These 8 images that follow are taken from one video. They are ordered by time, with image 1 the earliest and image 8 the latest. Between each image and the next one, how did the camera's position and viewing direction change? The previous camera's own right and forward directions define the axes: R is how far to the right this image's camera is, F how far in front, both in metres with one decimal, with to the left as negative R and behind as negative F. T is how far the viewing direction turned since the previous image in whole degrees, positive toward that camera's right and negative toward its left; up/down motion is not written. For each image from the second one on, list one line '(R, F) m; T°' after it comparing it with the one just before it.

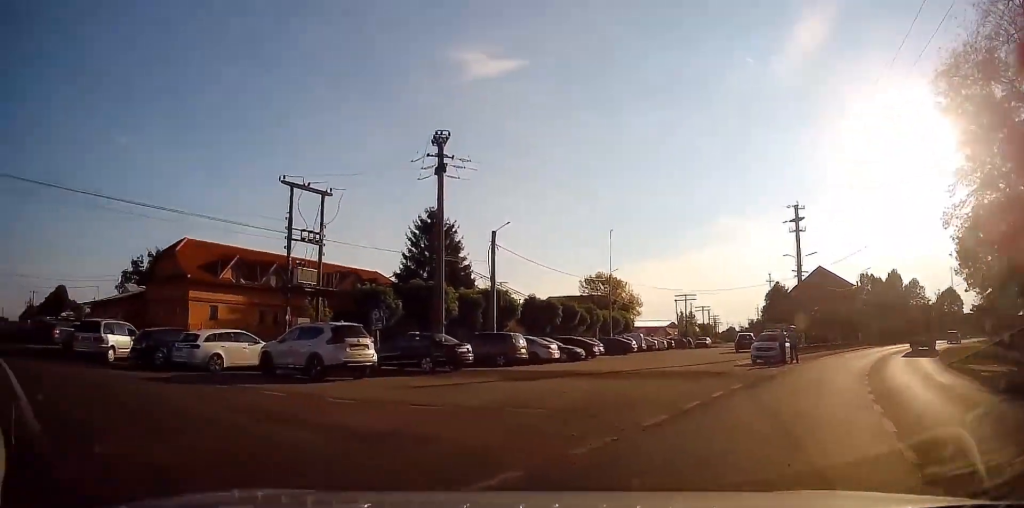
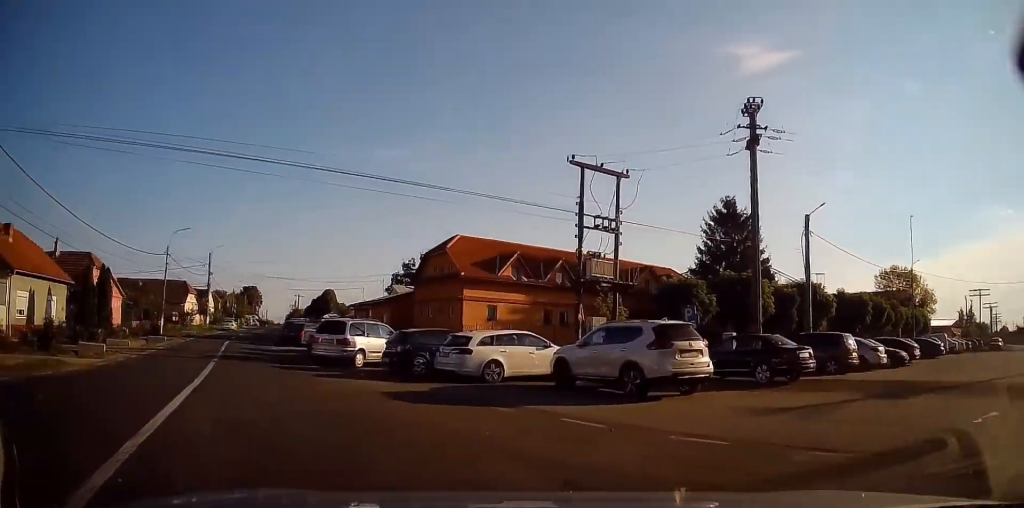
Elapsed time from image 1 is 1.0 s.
(-1.4, +4.5) m; -29°
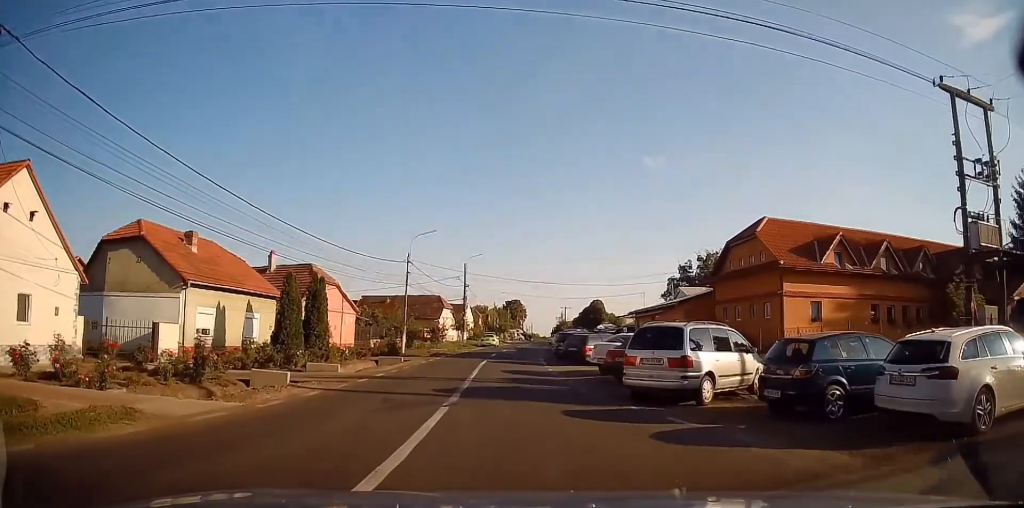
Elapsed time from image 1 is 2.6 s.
(-2.6, +8.5) m; -21°
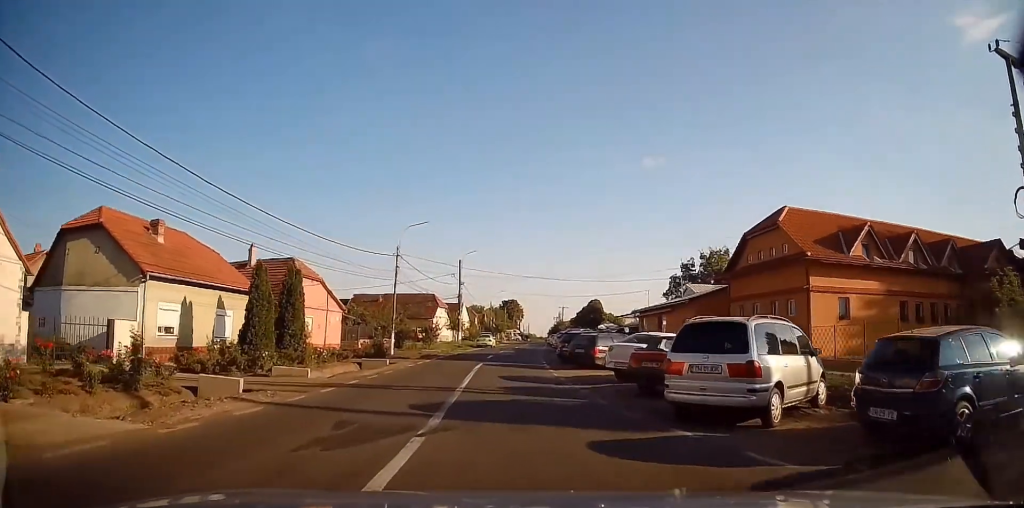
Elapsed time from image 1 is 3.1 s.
(-0.1, +2.8) m; -1°
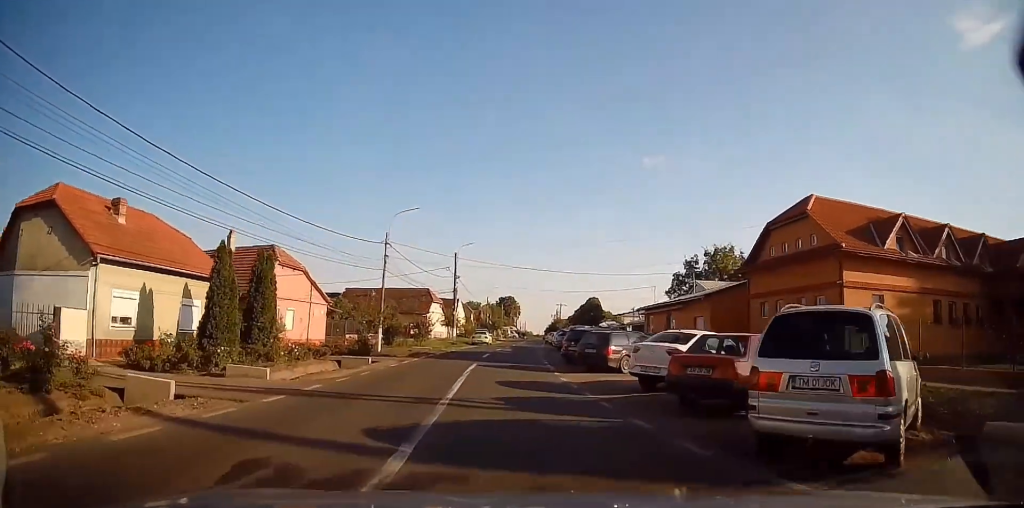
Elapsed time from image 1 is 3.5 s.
(+0.1, +2.8) m; +1°
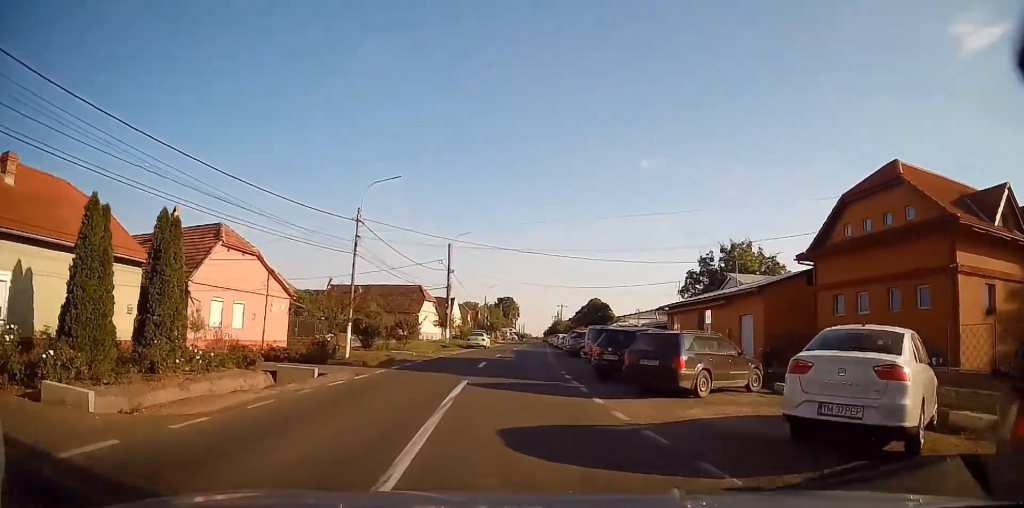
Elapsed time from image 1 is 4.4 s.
(+0.1, +6.2) m; +1°
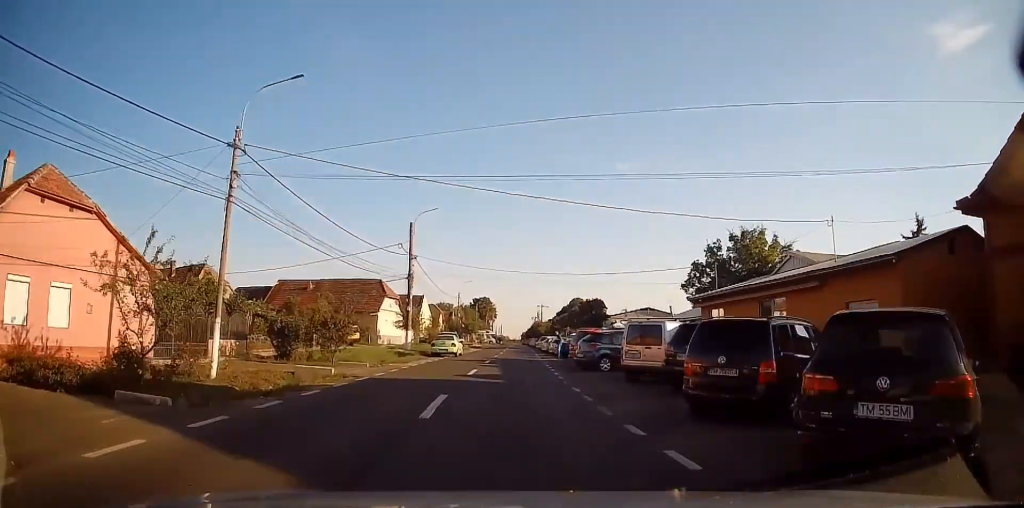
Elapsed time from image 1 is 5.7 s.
(0.0, +10.8) m; +1°
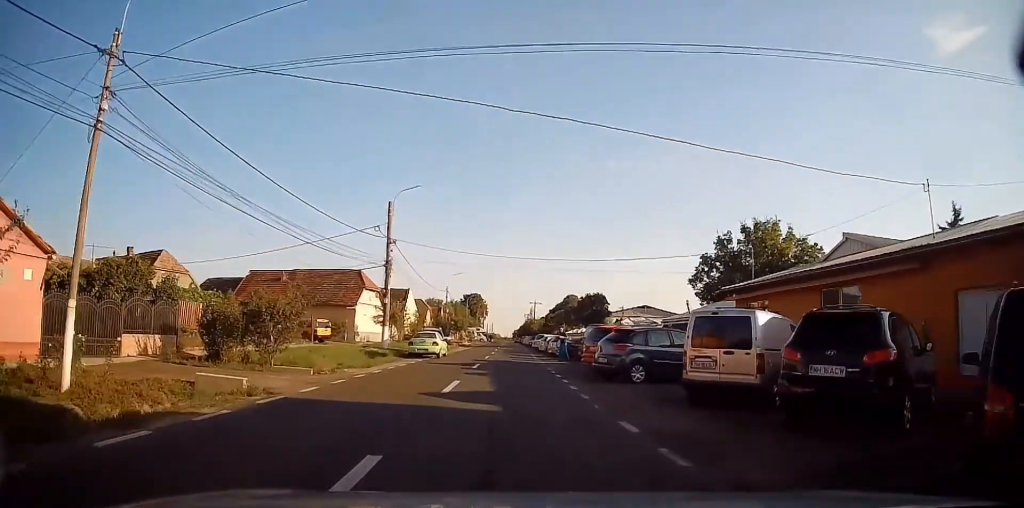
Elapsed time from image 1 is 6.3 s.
(+0.1, +5.8) m; +2°
